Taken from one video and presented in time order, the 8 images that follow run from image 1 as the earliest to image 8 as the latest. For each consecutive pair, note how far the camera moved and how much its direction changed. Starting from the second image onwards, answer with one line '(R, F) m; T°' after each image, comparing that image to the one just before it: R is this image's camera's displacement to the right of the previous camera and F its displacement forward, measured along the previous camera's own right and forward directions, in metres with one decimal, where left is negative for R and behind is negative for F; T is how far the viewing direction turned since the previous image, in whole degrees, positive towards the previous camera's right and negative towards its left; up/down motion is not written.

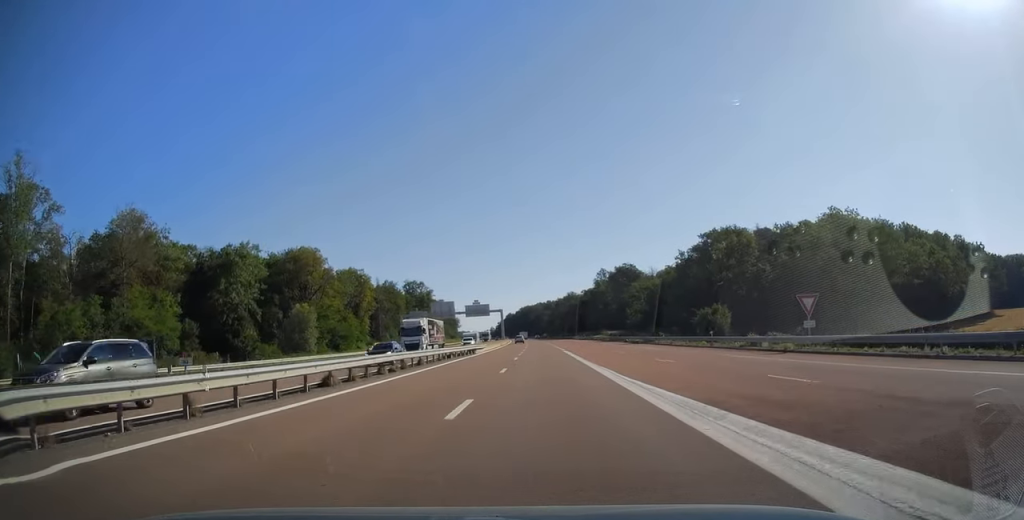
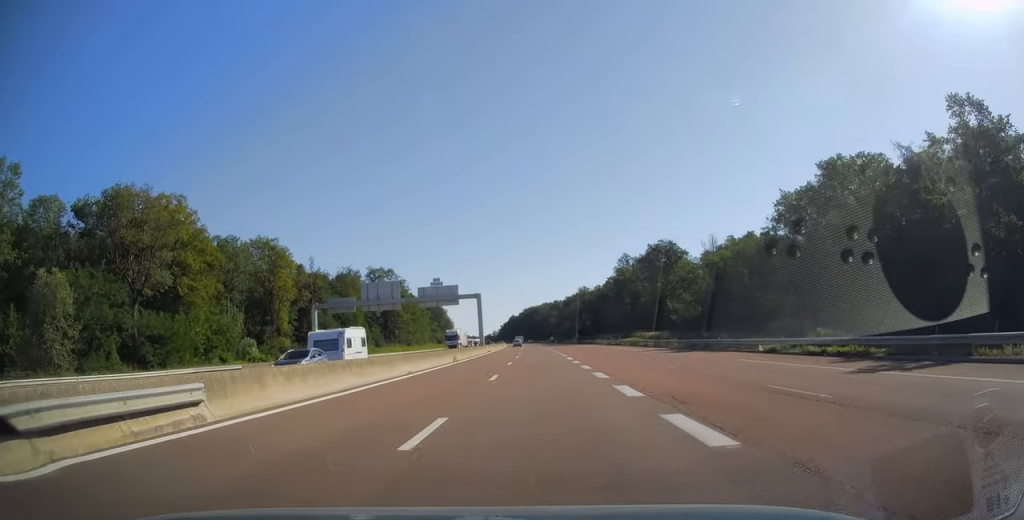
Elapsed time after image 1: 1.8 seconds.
(0.0, +54.7) m; 0°
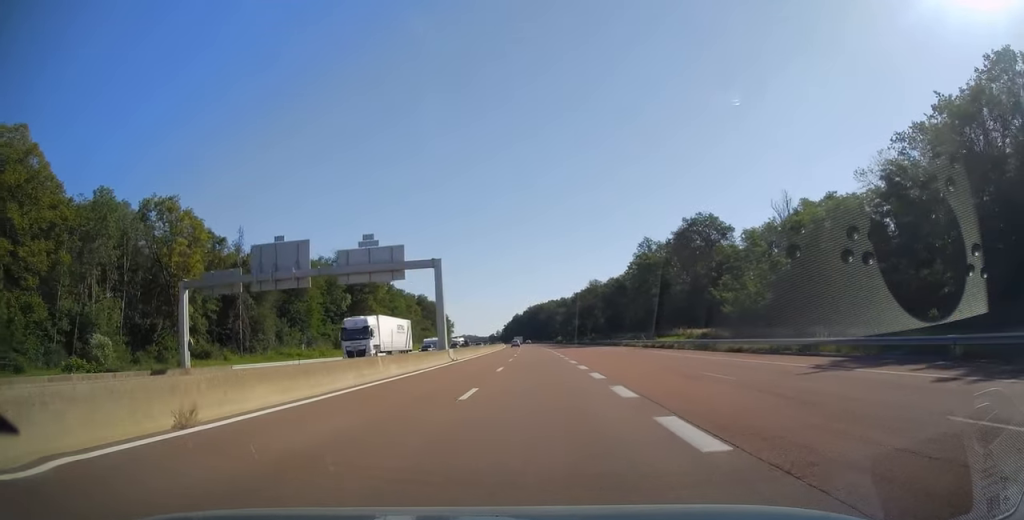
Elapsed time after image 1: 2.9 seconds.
(-0.3, +32.4) m; -1°
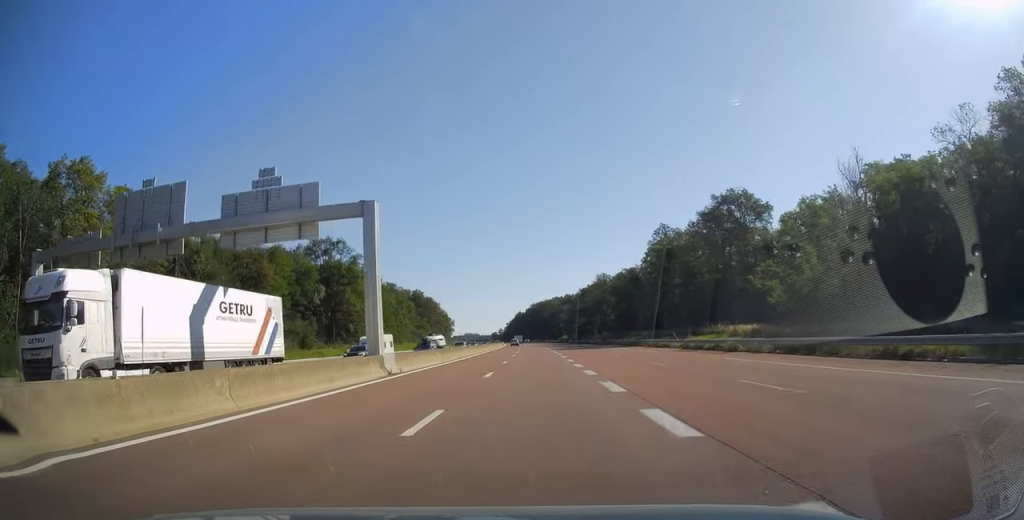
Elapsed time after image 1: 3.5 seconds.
(-0.1, +18.2) m; 0°
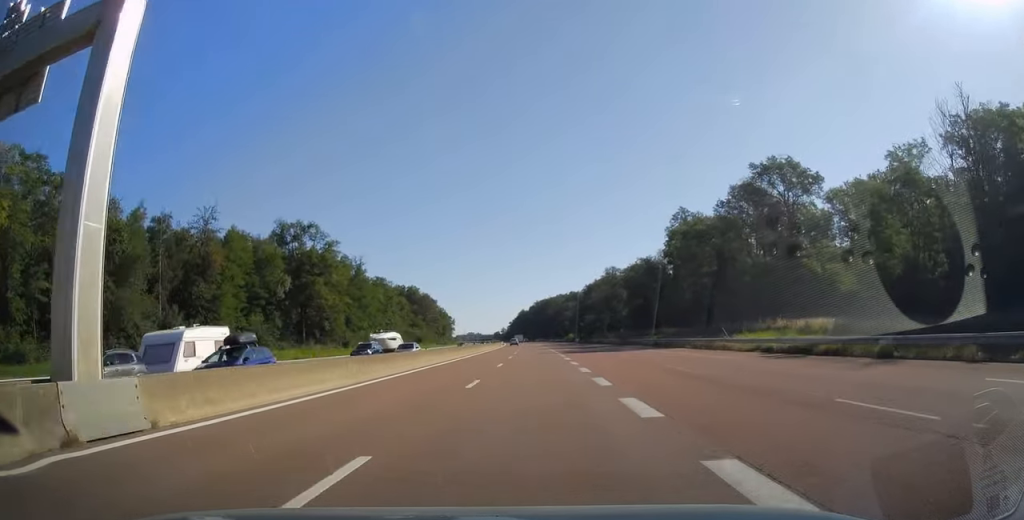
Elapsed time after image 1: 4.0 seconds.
(0.0, +17.8) m; 0°
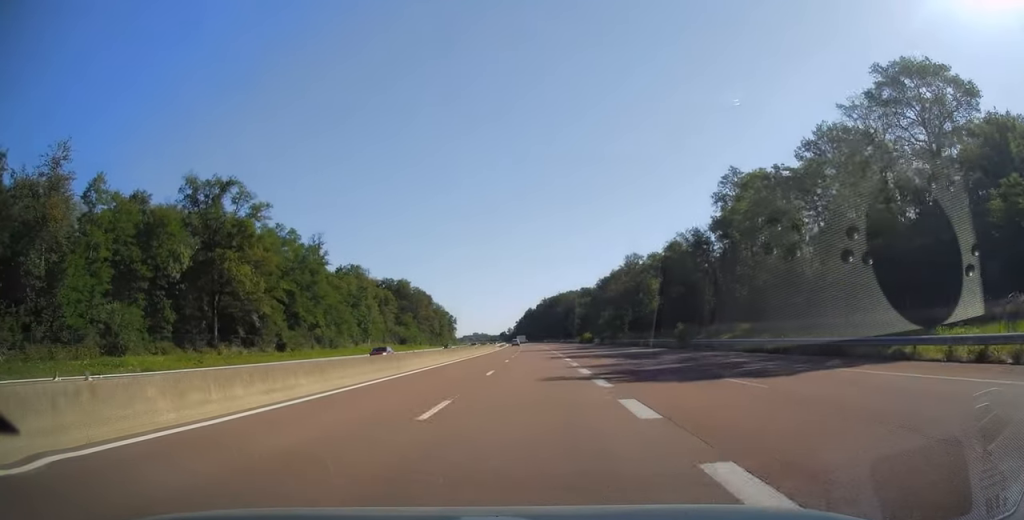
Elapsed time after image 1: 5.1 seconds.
(-0.2, +32.4) m; -1°
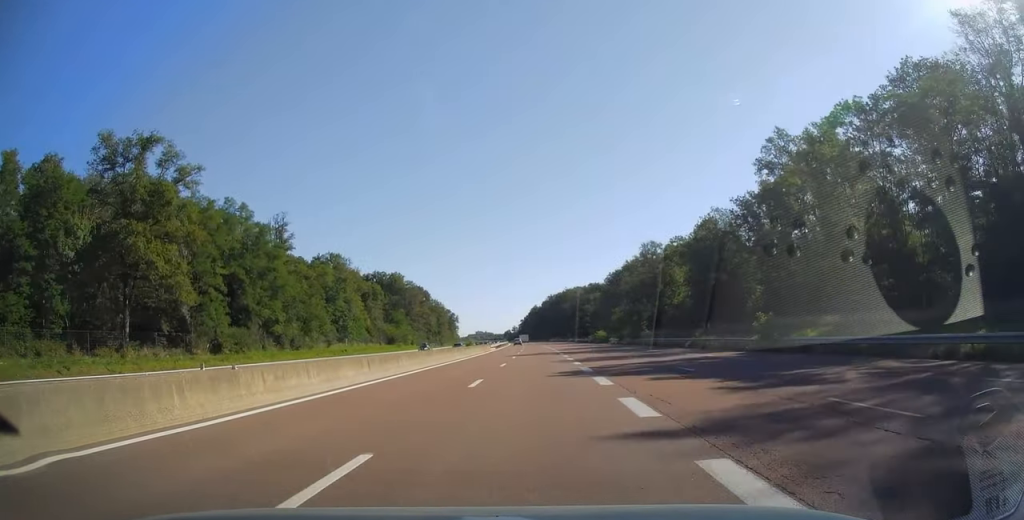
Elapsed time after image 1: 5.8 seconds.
(0.0, +19.3) m; -1°
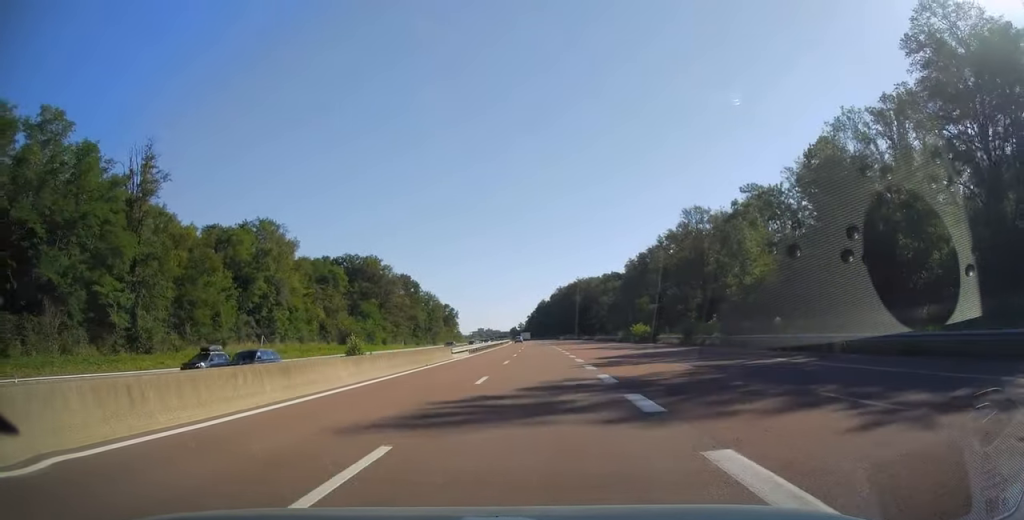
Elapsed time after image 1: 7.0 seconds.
(-0.4, +38.5) m; -1°
